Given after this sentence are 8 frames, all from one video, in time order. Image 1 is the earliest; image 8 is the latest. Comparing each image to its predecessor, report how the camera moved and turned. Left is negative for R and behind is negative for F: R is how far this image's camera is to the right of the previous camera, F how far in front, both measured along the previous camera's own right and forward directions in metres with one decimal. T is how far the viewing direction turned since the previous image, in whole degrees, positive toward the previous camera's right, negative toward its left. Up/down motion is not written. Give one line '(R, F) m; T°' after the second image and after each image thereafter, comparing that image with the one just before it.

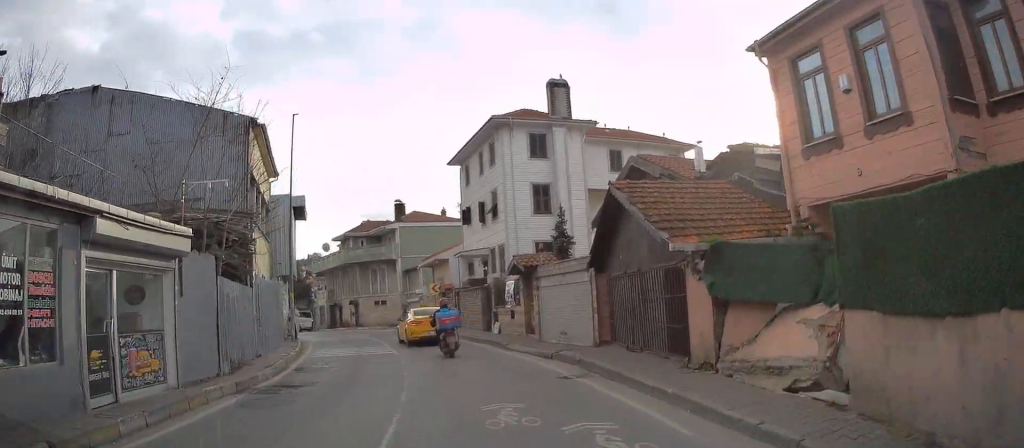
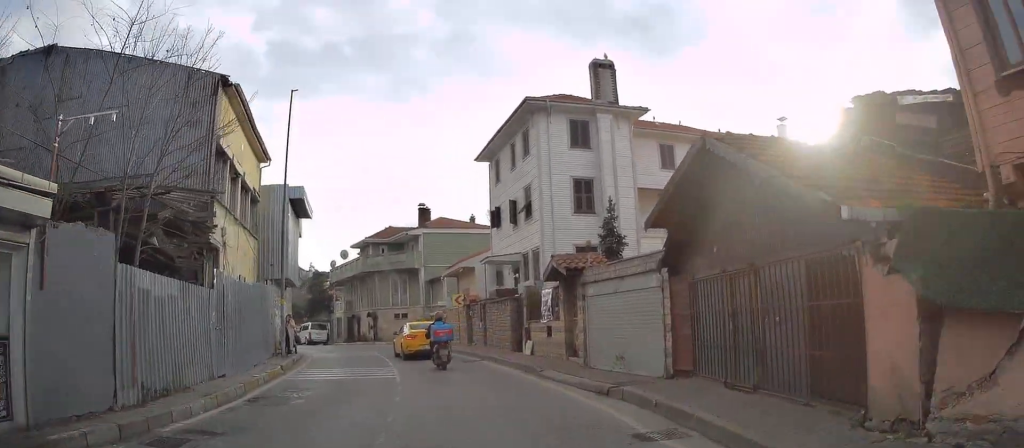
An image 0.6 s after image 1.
(0.0, +4.4) m; -1°
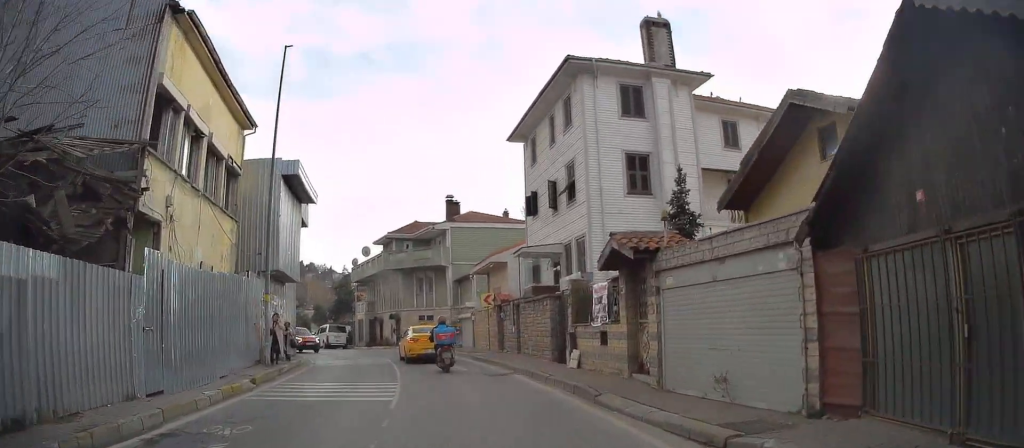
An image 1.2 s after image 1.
(0.0, +4.3) m; -2°
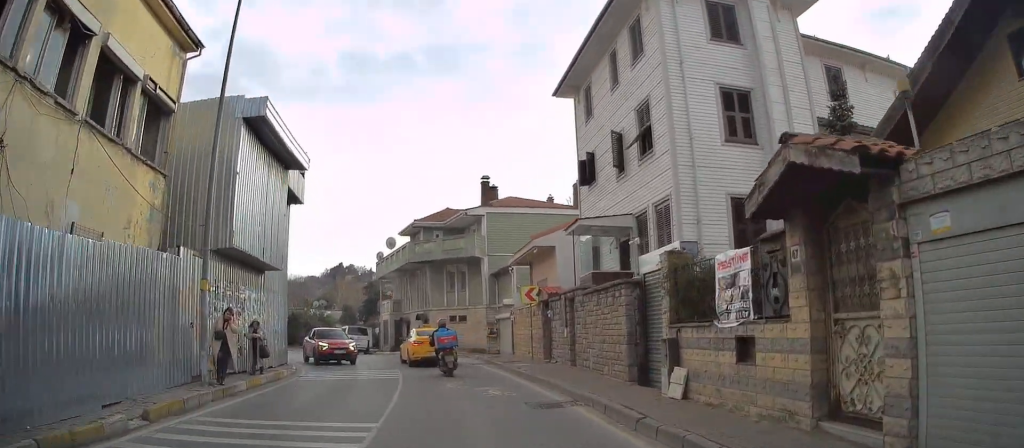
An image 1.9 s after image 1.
(-0.1, +5.9) m; -4°
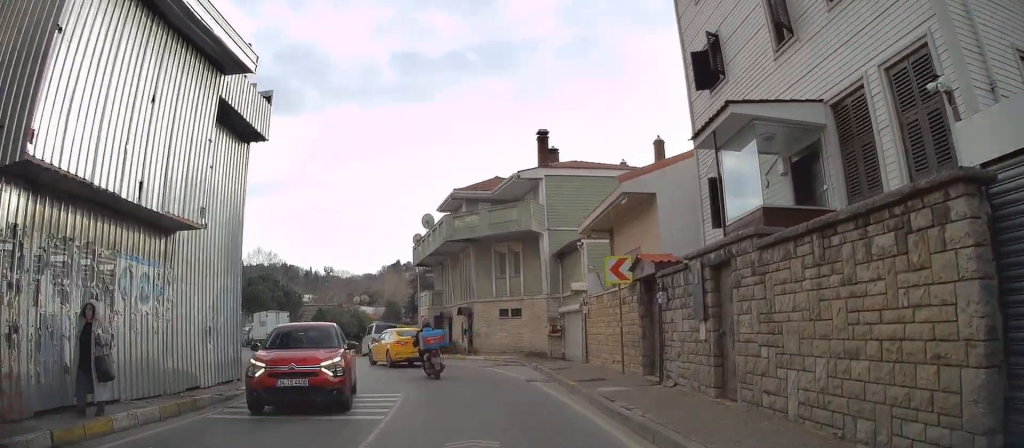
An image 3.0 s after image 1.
(-0.5, +8.3) m; -5°
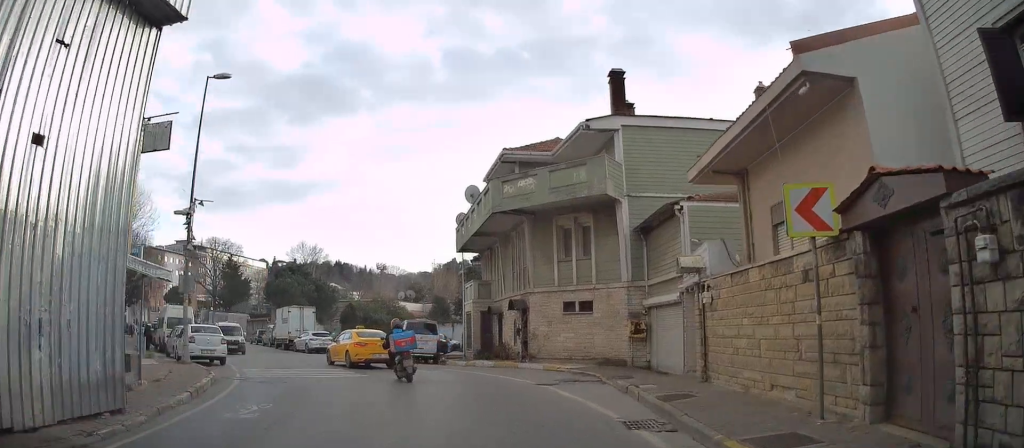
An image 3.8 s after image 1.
(0.0, +6.9) m; -6°
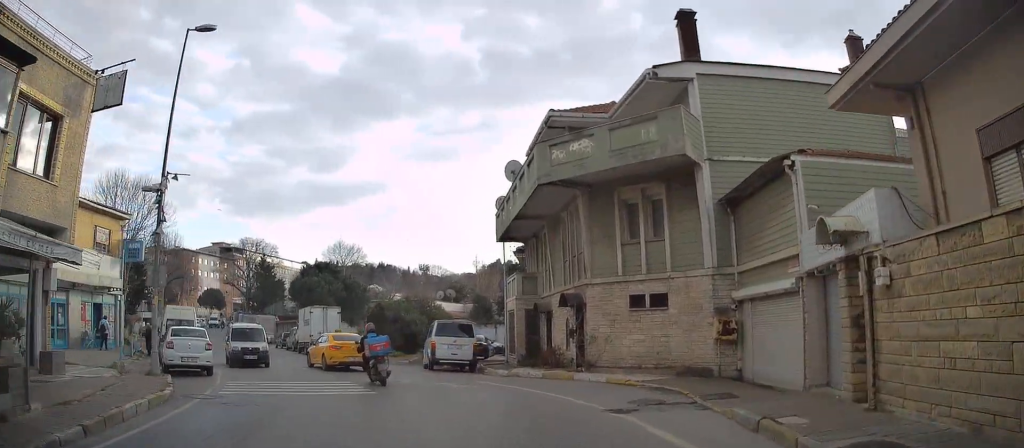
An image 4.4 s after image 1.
(-0.5, +4.5) m; -6°
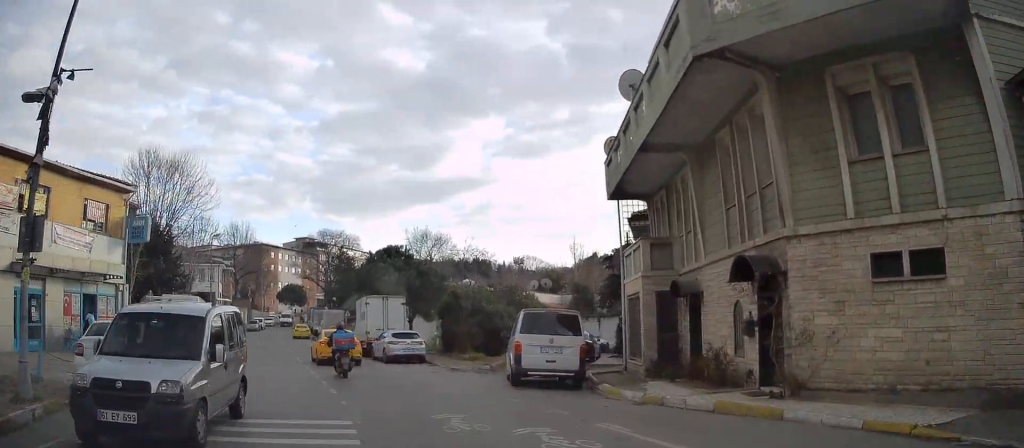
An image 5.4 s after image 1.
(-0.8, +8.4) m; -9°
